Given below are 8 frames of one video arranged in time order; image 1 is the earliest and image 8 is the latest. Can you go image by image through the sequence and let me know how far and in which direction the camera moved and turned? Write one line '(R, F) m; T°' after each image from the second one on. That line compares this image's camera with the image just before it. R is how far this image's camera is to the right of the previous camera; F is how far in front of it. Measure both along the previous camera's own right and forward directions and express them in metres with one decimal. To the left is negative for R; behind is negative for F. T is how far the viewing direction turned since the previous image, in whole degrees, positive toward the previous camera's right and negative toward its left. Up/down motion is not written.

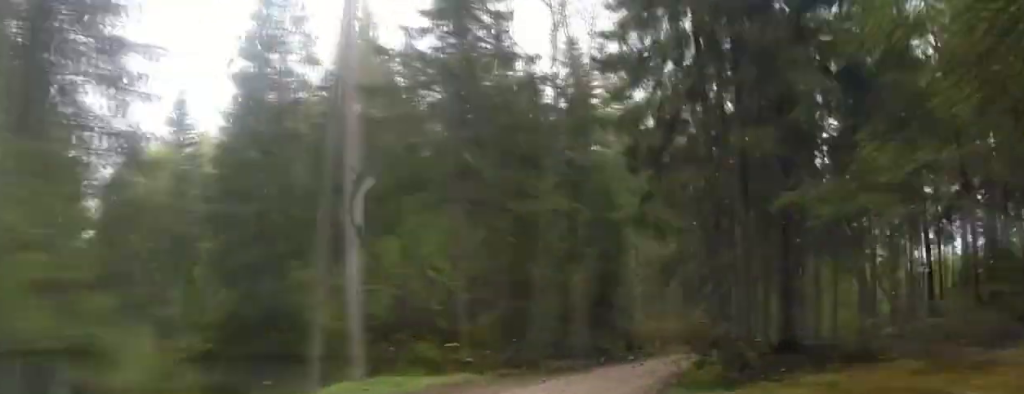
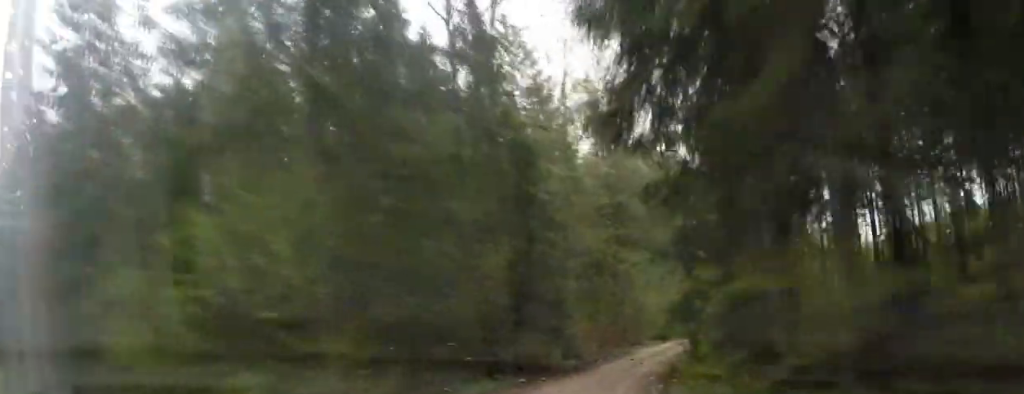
(-0.1, +7.0) m; +2°
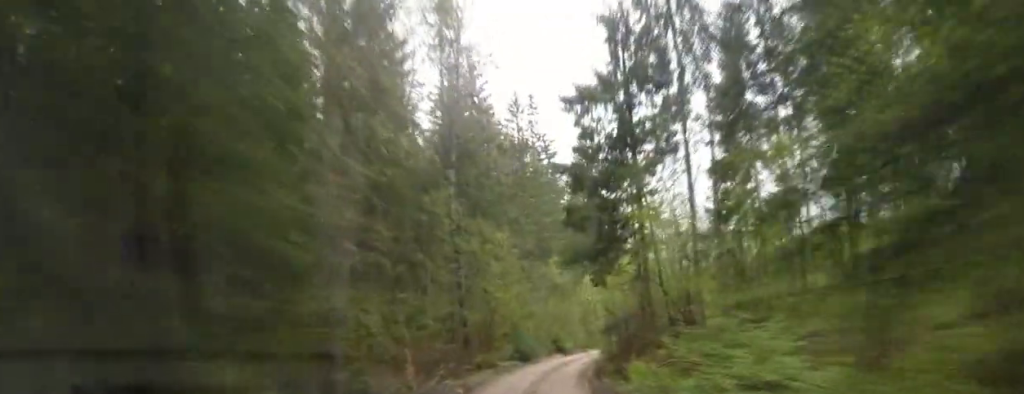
(+0.8, +17.7) m; +10°
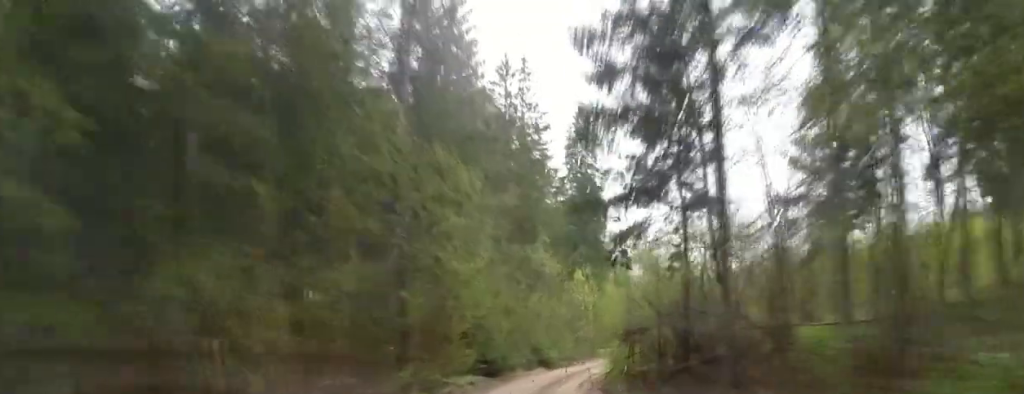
(+1.1, +11.0) m; +9°
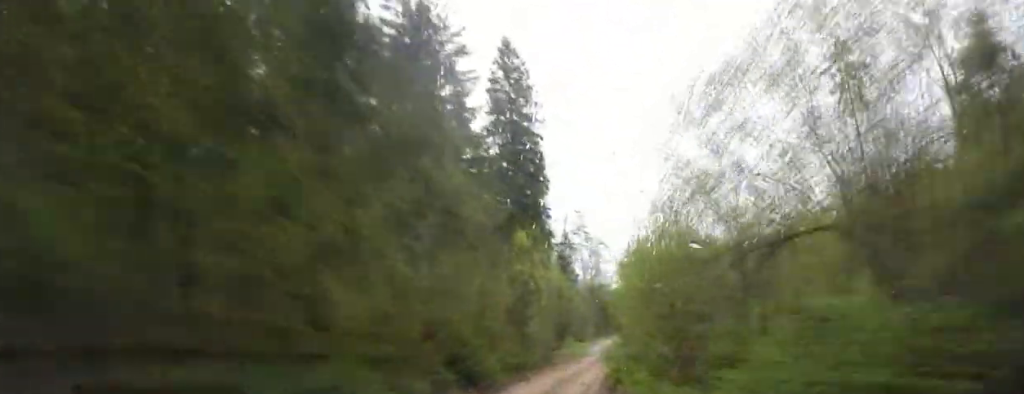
(+1.8, +16.1) m; +12°
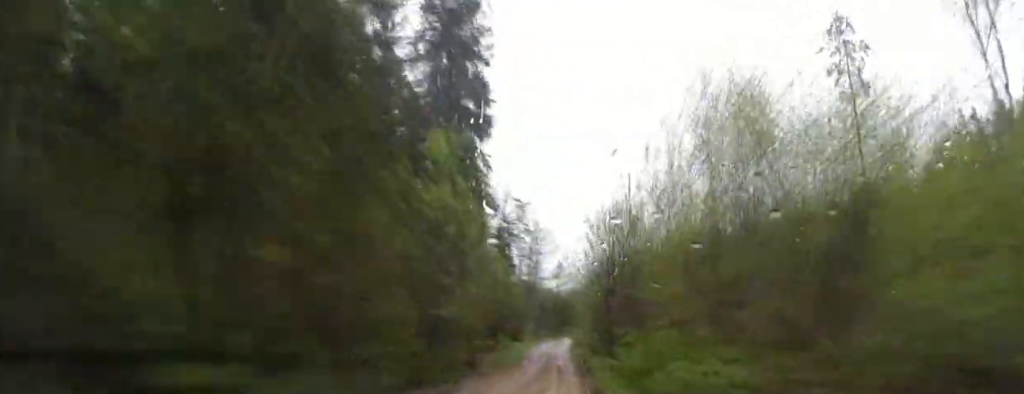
(+1.0, +12.6) m; +5°
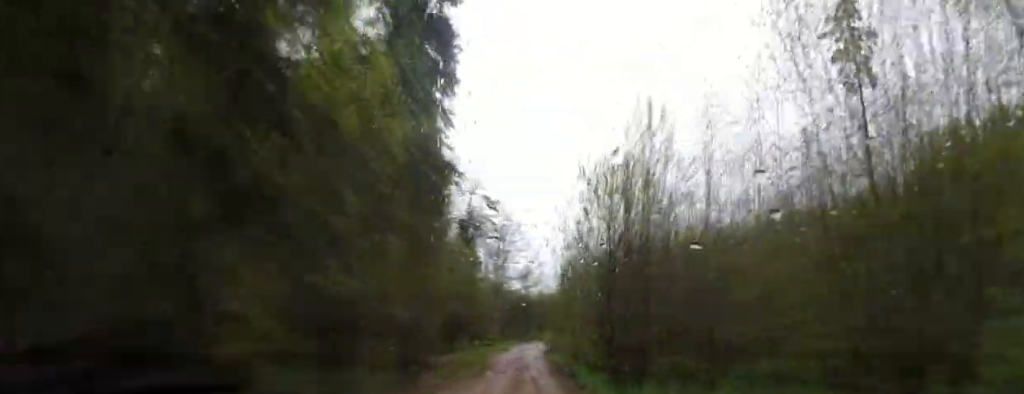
(+0.2, +7.2) m; +2°
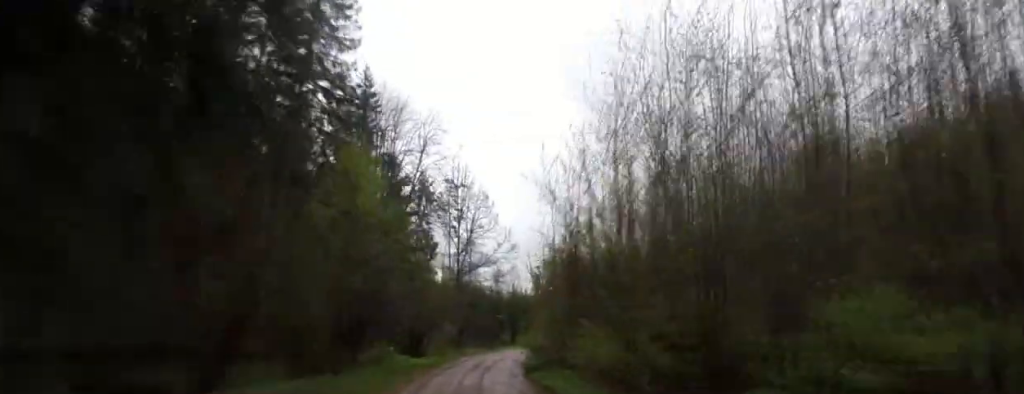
(+0.6, +19.8) m; +6°
